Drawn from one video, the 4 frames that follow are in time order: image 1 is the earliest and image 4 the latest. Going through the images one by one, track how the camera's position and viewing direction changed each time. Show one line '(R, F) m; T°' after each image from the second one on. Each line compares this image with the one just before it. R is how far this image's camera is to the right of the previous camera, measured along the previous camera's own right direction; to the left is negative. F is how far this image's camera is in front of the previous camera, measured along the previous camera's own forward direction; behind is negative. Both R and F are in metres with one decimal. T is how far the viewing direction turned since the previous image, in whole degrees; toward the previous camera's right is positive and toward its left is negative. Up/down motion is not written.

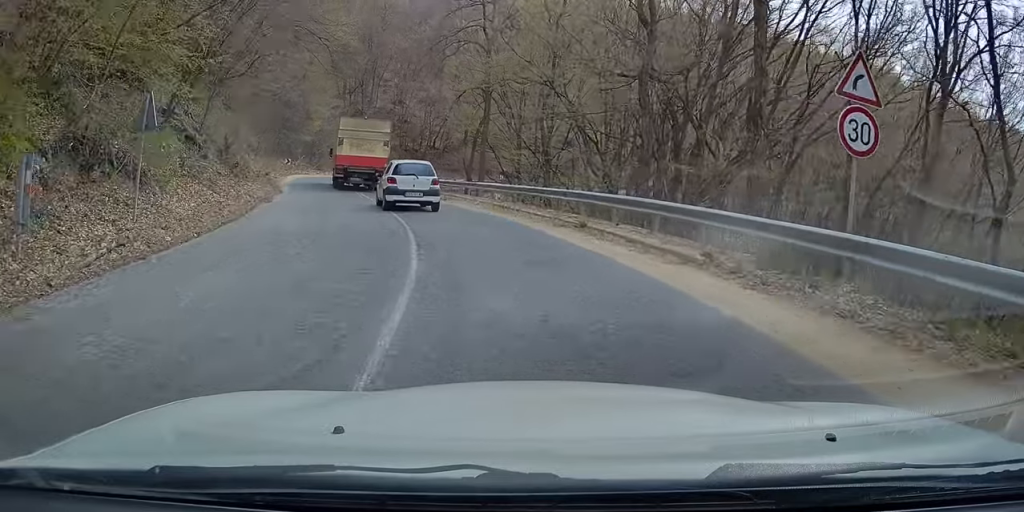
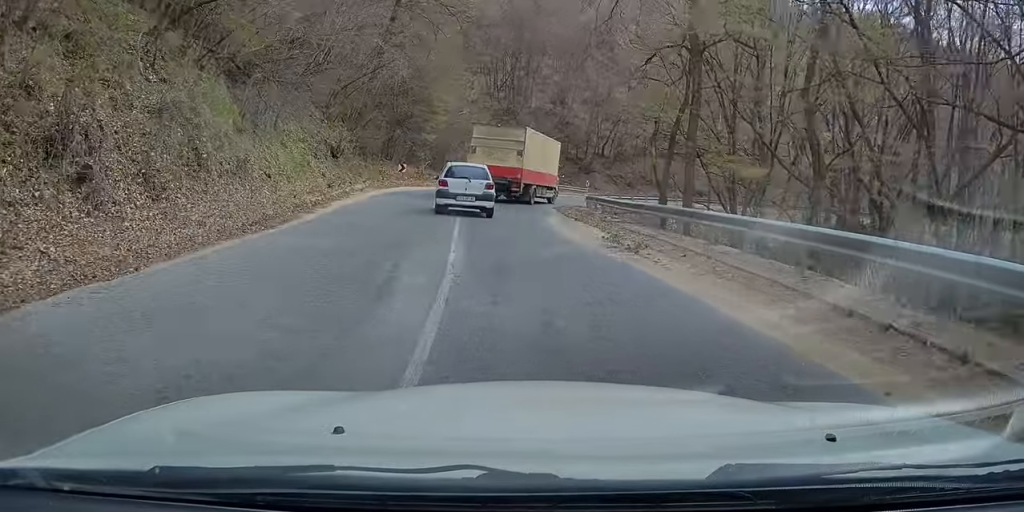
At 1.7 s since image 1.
(-2.2, +14.9) m; -15°
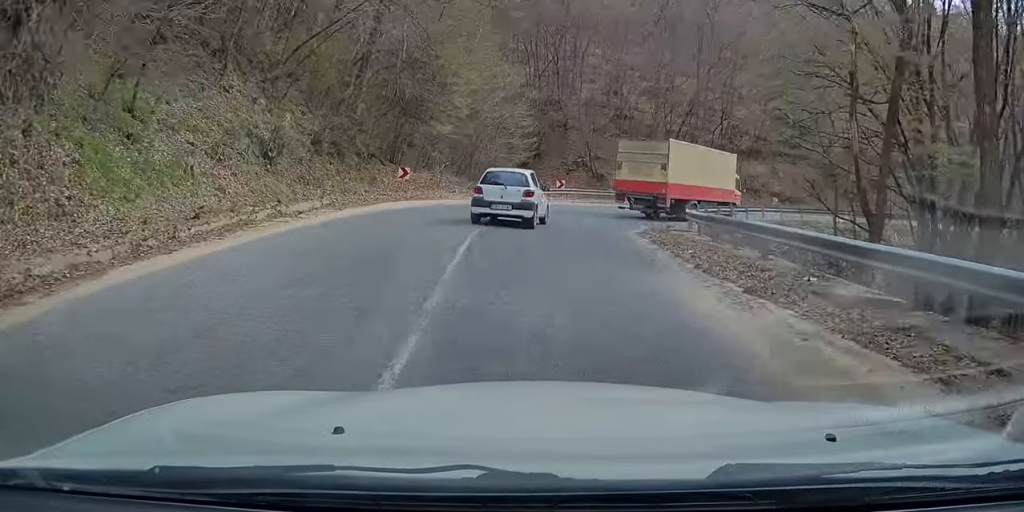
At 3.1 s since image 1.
(-1.3, +12.6) m; -10°
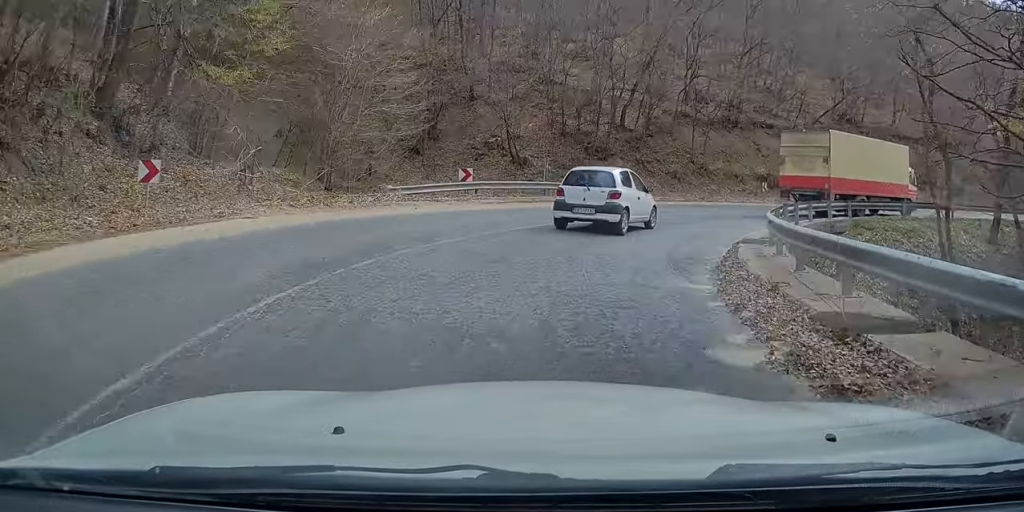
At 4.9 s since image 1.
(+0.6, +14.7) m; +7°
